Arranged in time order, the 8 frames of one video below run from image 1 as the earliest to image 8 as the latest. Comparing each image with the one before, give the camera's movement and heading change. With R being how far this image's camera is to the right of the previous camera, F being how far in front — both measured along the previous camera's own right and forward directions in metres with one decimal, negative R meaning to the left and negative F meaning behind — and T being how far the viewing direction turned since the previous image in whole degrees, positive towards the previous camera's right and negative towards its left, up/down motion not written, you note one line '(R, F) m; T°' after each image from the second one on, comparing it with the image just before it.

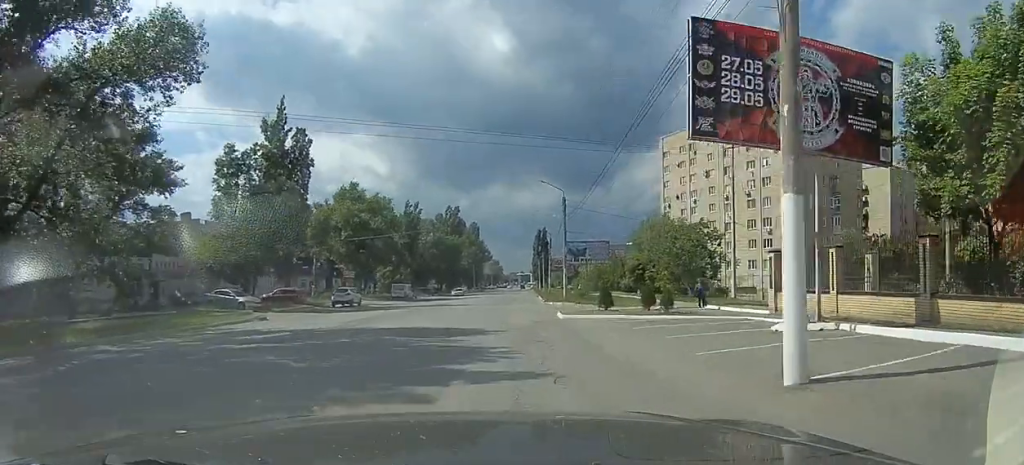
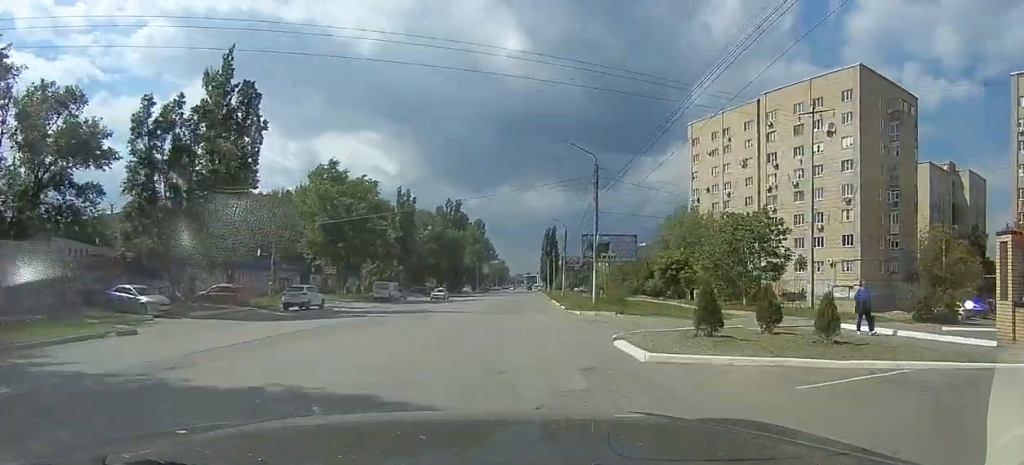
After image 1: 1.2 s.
(0.0, +11.1) m; -1°
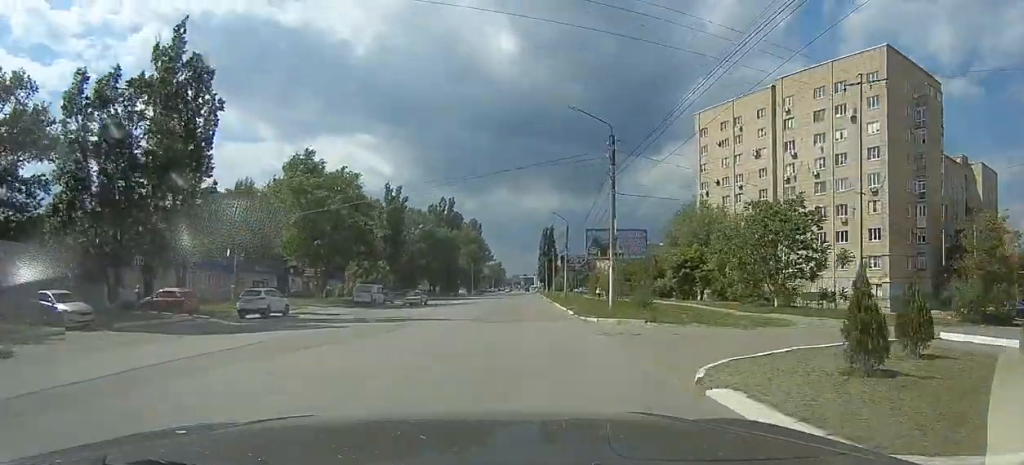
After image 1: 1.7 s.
(+0.1, +5.5) m; -3°
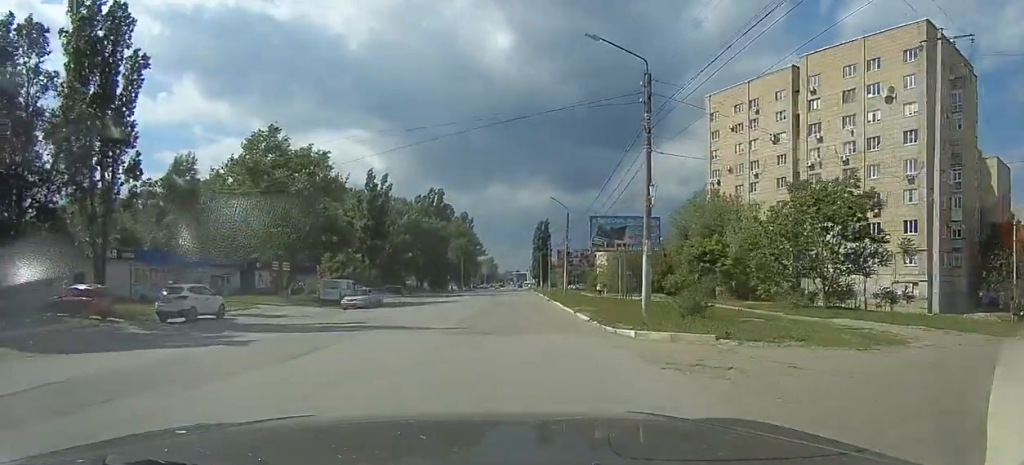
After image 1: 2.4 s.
(-0.2, +6.7) m; -1°
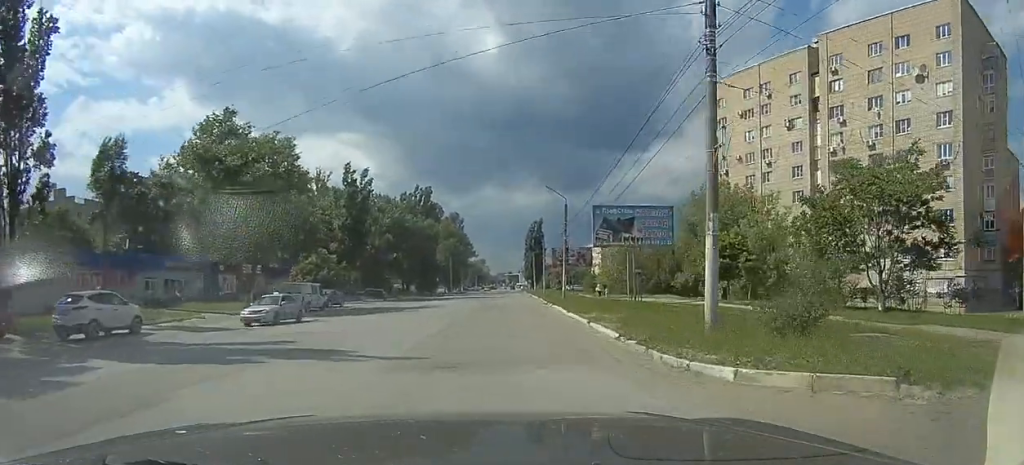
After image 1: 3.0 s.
(-0.5, +5.6) m; 0°
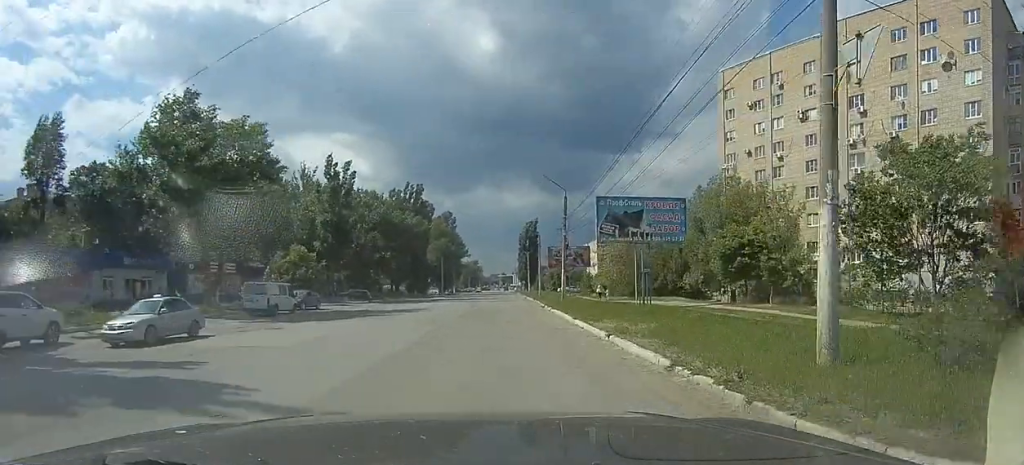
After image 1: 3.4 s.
(+0.2, +4.2) m; +2°
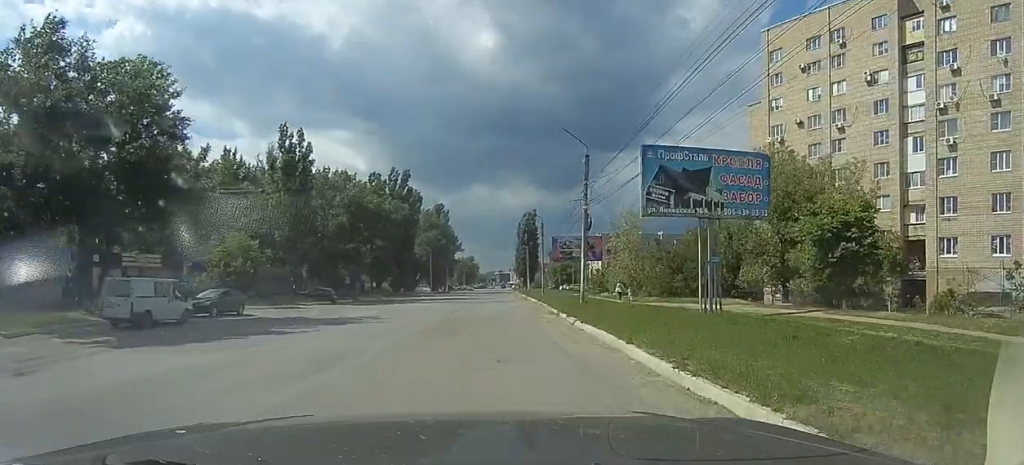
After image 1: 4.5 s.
(+0.7, +12.2) m; +1°
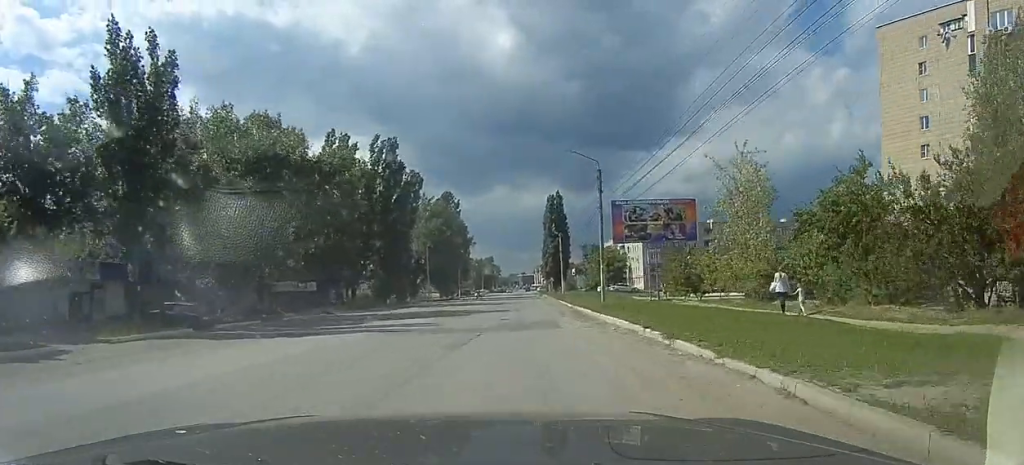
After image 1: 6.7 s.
(-0.8, +25.8) m; +1°
